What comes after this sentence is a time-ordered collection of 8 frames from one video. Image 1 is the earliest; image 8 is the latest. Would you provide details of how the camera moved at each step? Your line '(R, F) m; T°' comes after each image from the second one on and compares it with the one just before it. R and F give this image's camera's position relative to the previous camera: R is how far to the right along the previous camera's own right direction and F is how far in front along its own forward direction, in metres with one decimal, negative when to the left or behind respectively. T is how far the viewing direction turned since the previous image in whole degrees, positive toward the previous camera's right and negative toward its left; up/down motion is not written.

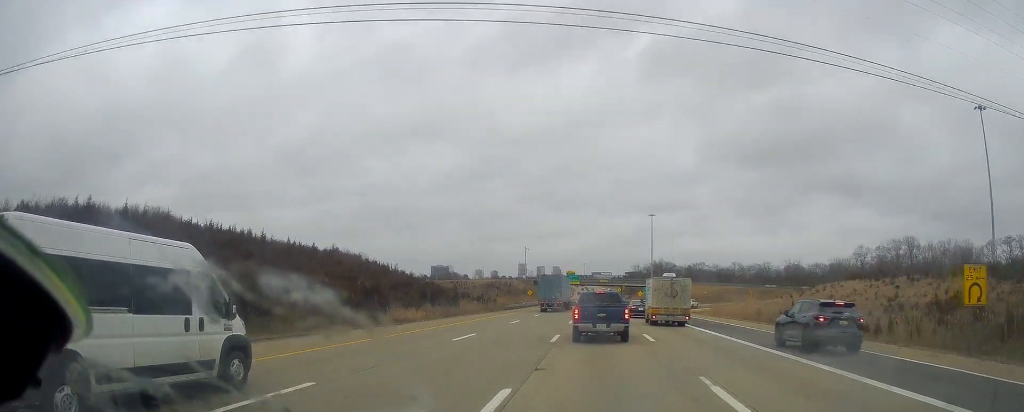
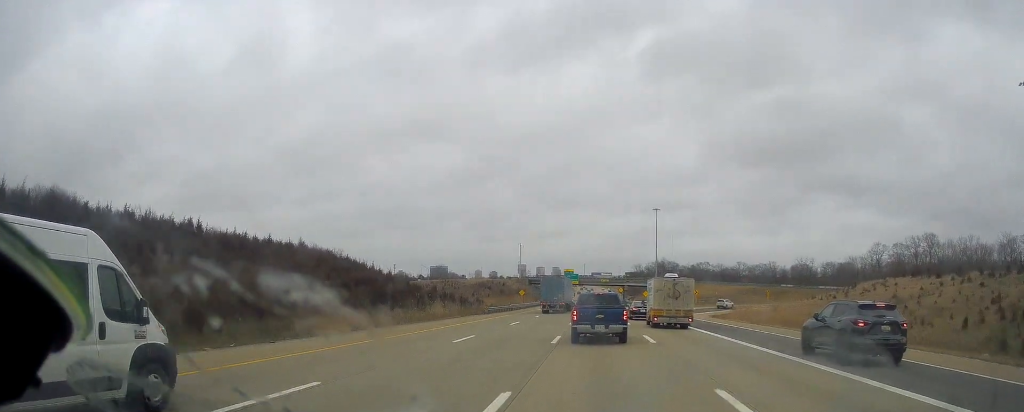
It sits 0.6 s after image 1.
(+0.1, +15.2) m; 0°
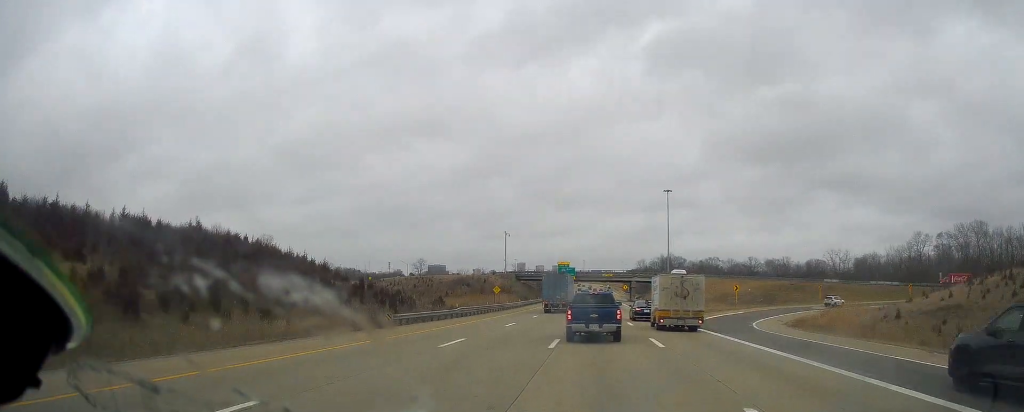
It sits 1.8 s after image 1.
(+0.1, +32.2) m; -1°
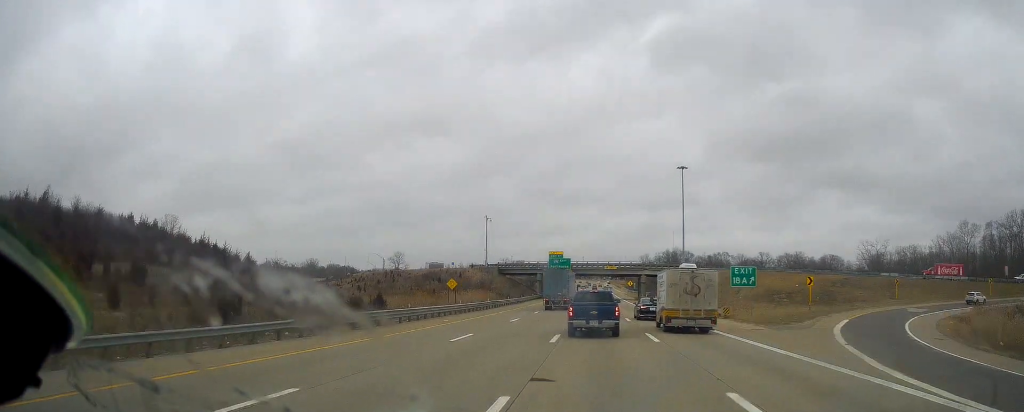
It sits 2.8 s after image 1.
(-0.8, +28.9) m; -1°
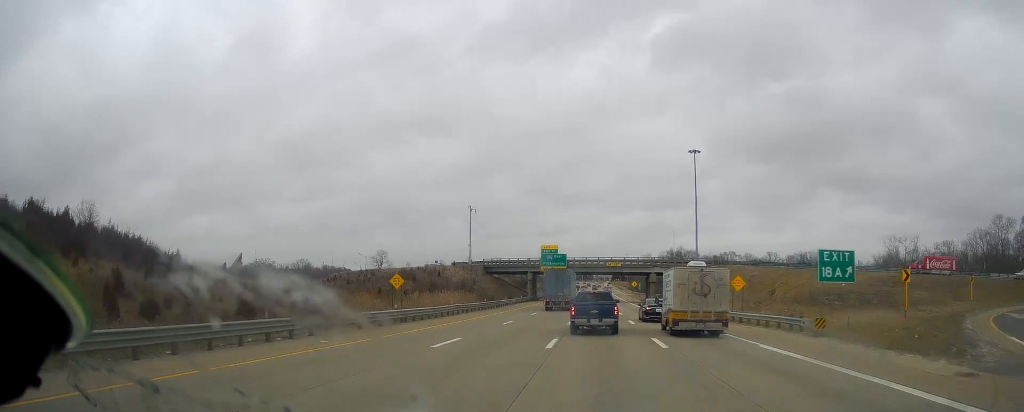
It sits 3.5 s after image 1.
(+0.3, +18.2) m; +1°
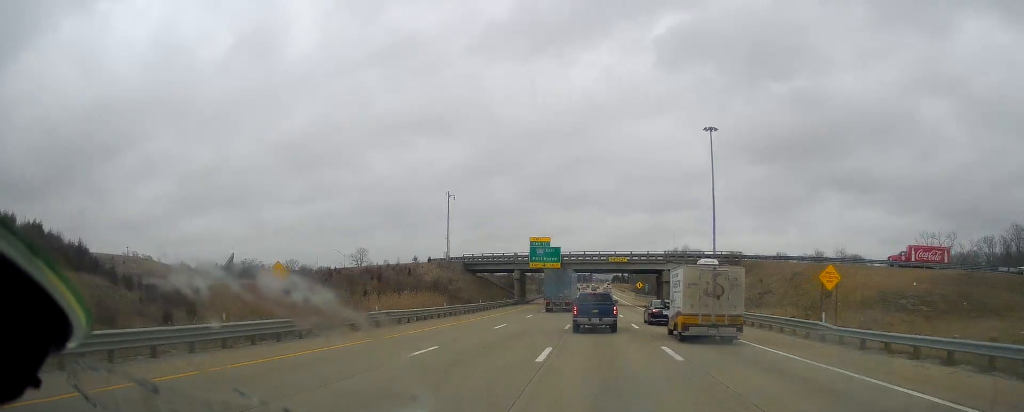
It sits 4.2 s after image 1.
(+0.2, +18.2) m; +1°
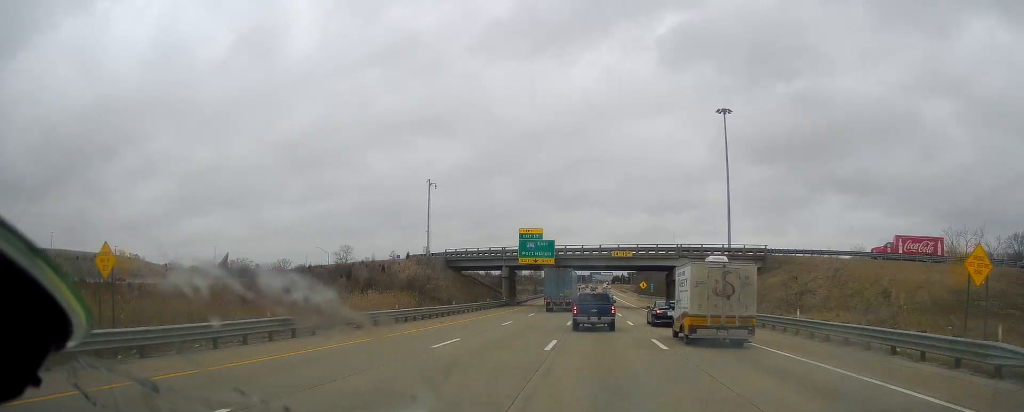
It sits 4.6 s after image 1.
(+0.1, +11.8) m; 0°
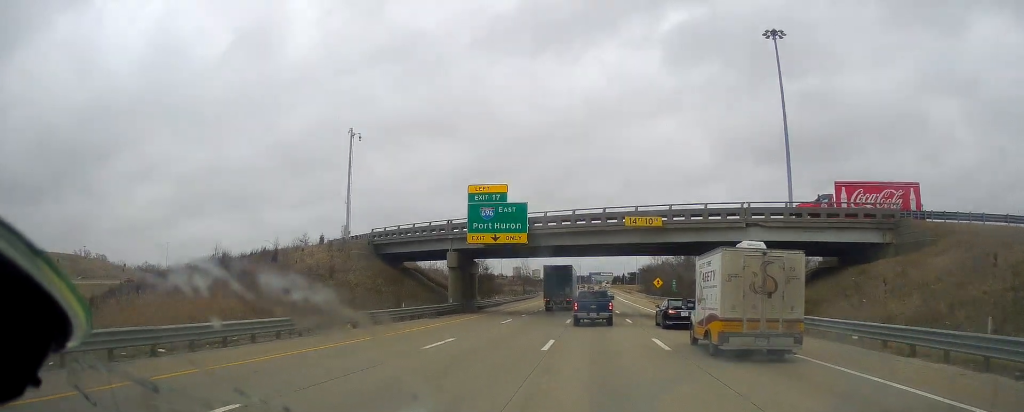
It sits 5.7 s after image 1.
(+0.1, +29.0) m; 0°
